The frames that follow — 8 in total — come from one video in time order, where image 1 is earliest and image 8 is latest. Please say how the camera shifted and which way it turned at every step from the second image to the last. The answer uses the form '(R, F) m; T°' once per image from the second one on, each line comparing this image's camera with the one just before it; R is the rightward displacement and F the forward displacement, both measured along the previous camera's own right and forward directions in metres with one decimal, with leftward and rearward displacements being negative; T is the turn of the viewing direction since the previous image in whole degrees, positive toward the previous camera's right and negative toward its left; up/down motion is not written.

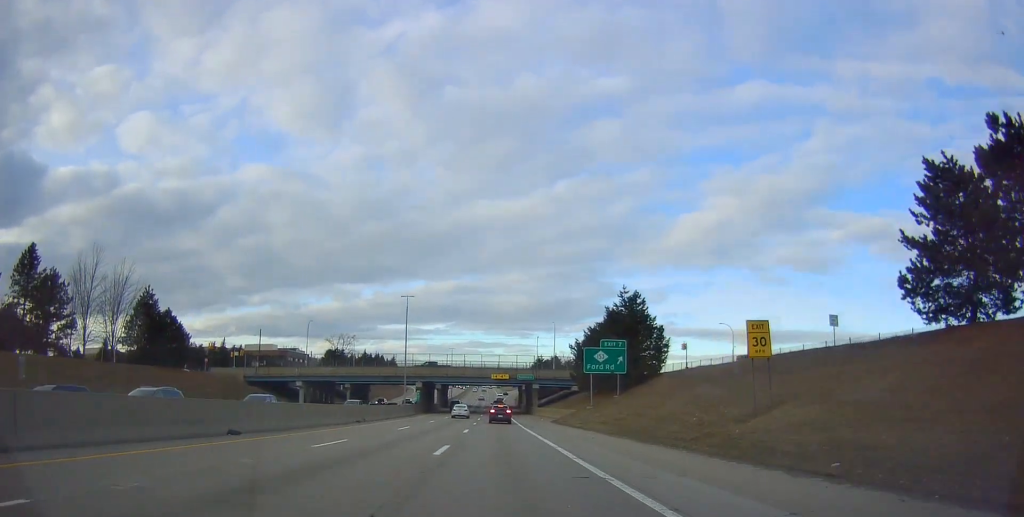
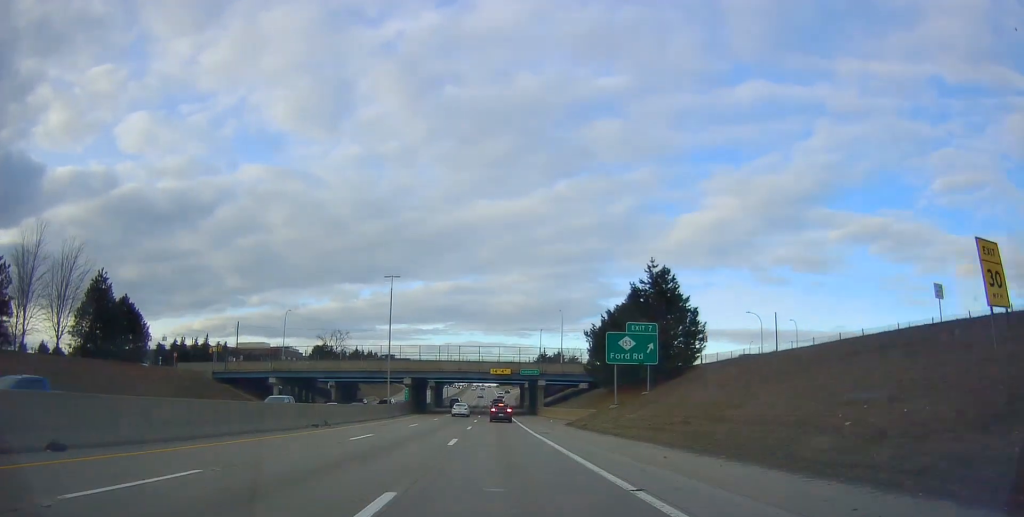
(+0.3, +11.1) m; 0°
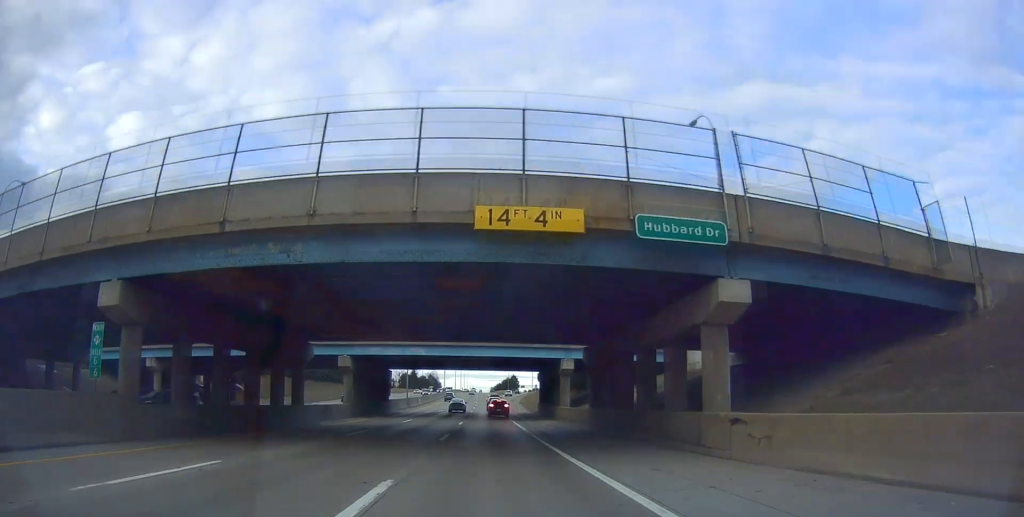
(-0.6, +60.2) m; -1°
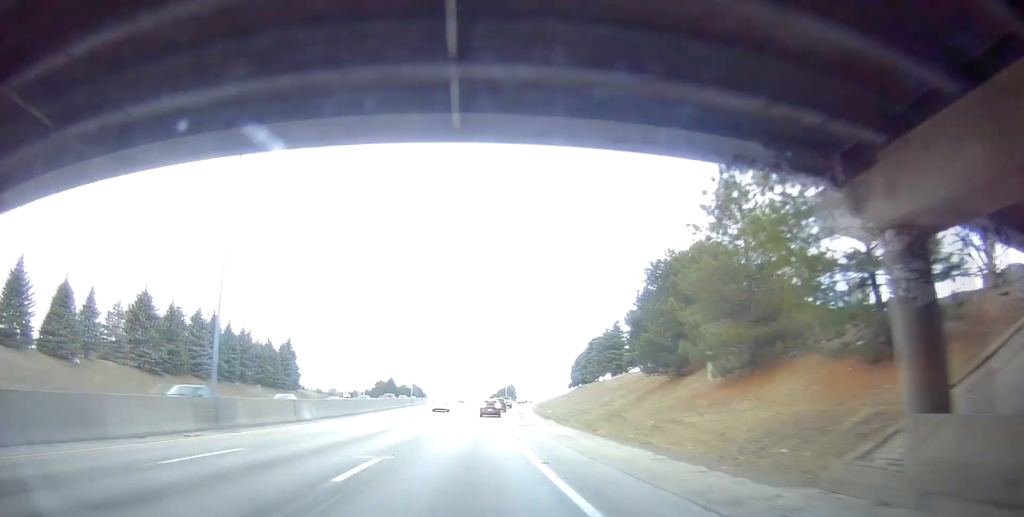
(-0.7, +57.7) m; +1°
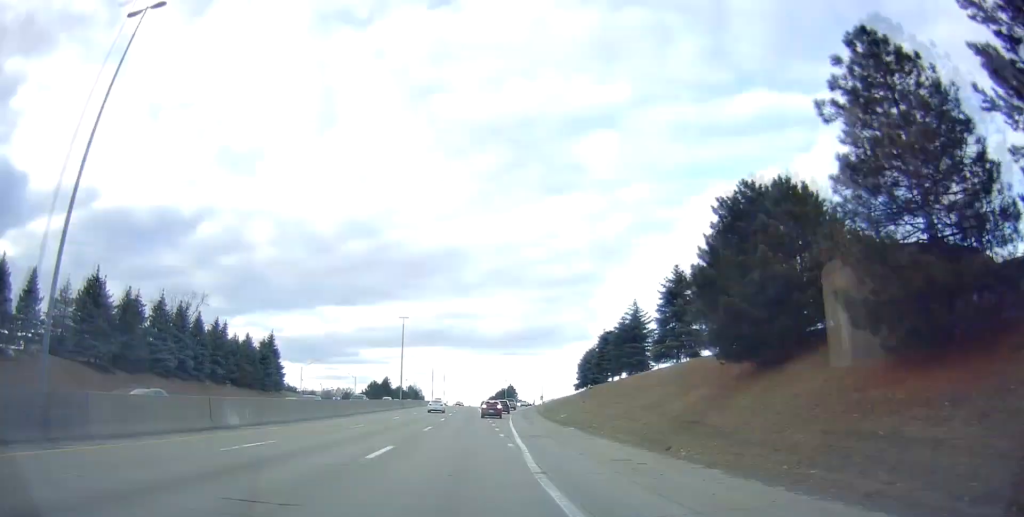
(+0.3, +11.5) m; +1°
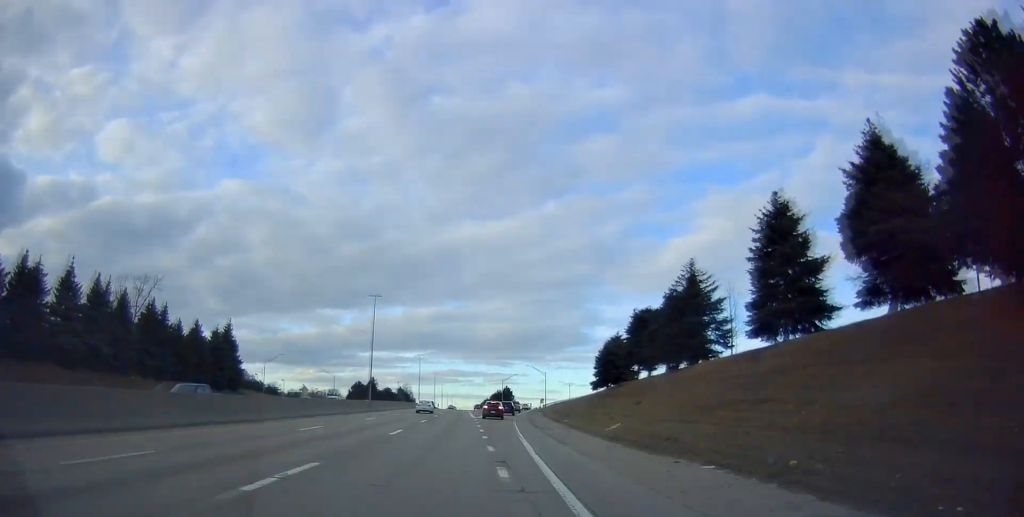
(+0.3, +21.1) m; +1°
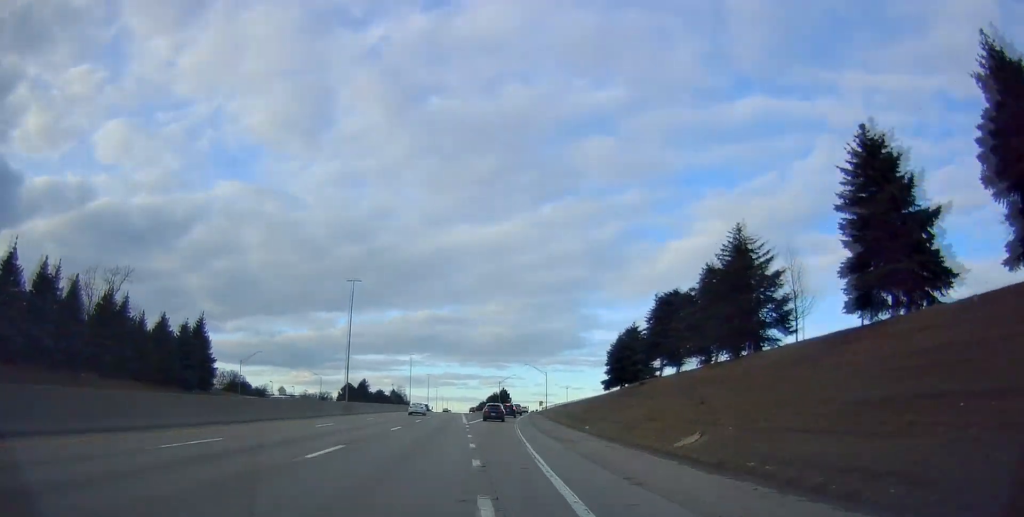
(0.0, +10.3) m; 0°
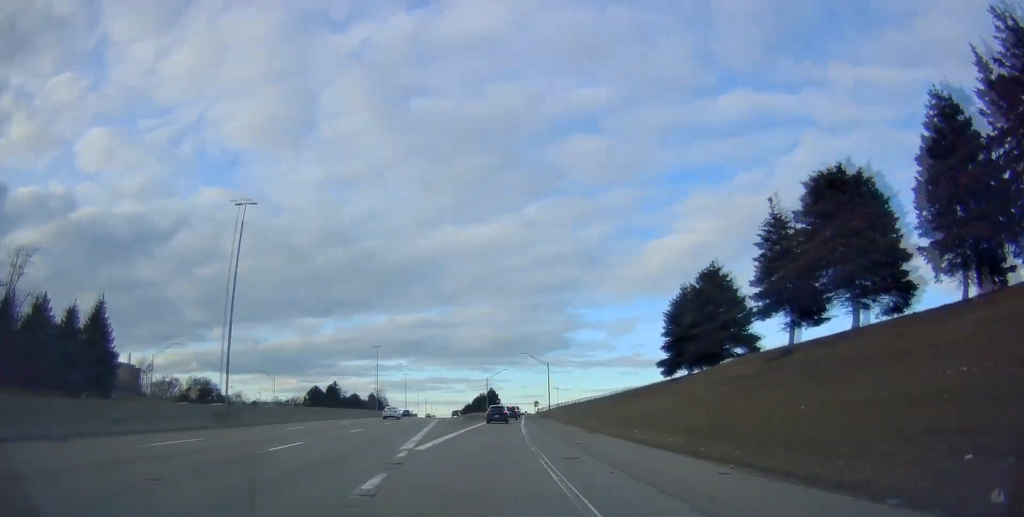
(0.0, +27.5) m; +2°
